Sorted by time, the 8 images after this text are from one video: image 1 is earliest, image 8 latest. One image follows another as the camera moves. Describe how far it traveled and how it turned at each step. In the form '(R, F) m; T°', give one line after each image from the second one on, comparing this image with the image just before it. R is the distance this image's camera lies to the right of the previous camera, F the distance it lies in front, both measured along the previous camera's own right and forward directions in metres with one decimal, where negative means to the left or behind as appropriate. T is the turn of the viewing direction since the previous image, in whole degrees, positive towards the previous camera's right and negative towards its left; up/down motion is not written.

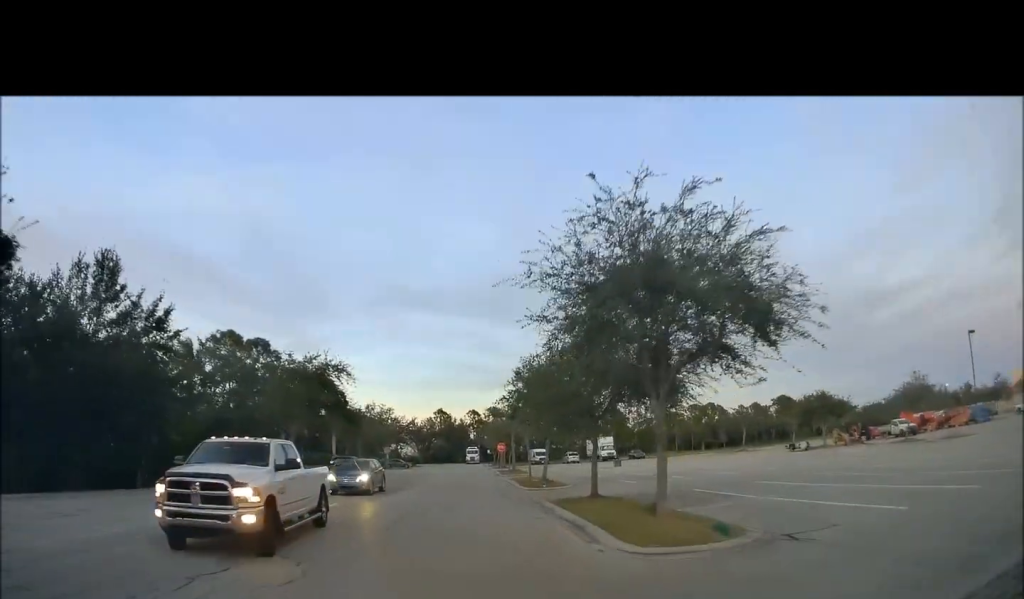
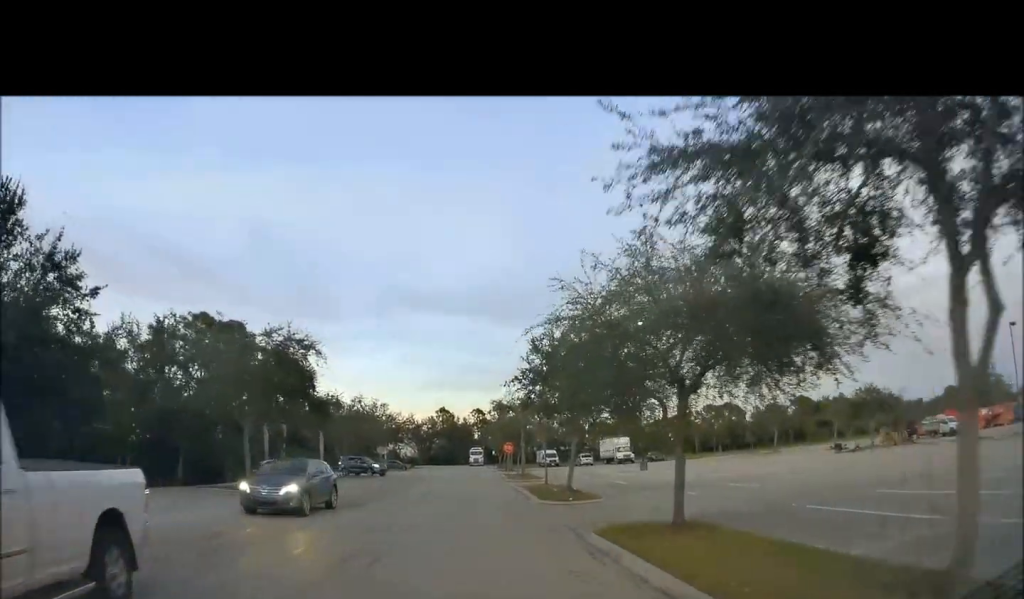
(-0.4, +7.7) m; -2°
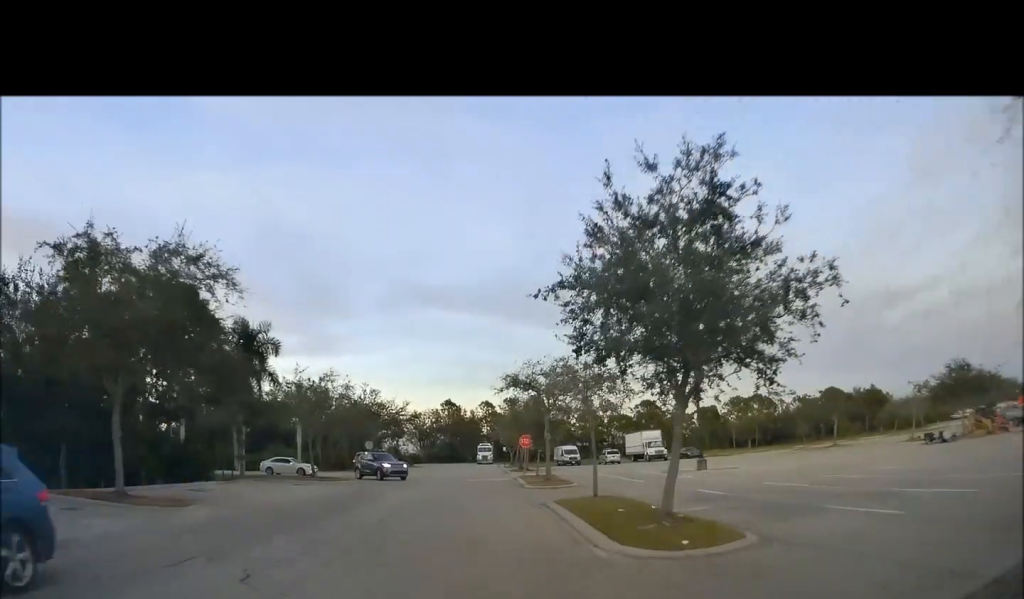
(-0.1, +11.5) m; 0°
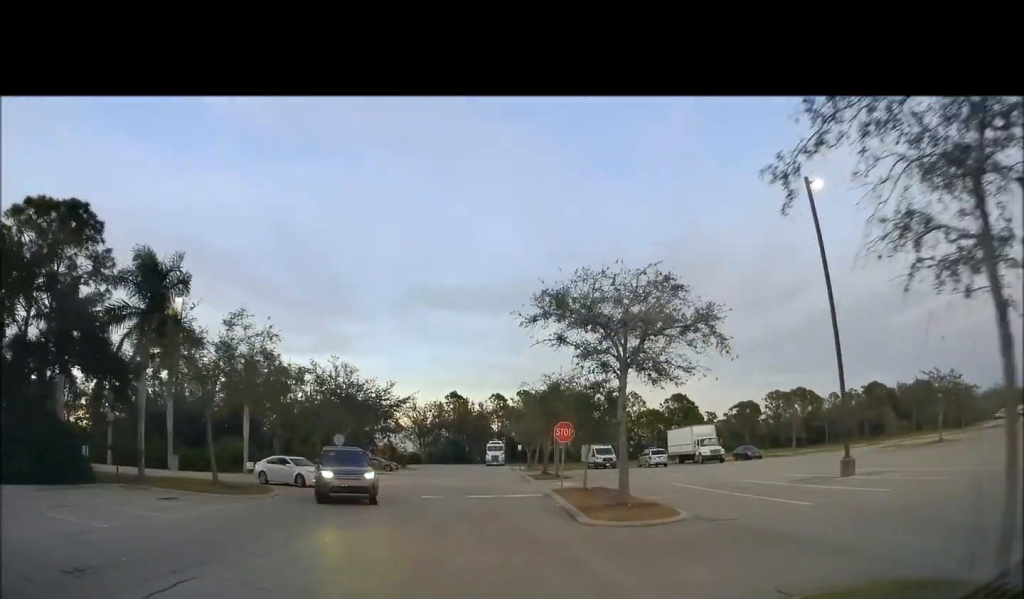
(0.0, +15.6) m; 0°
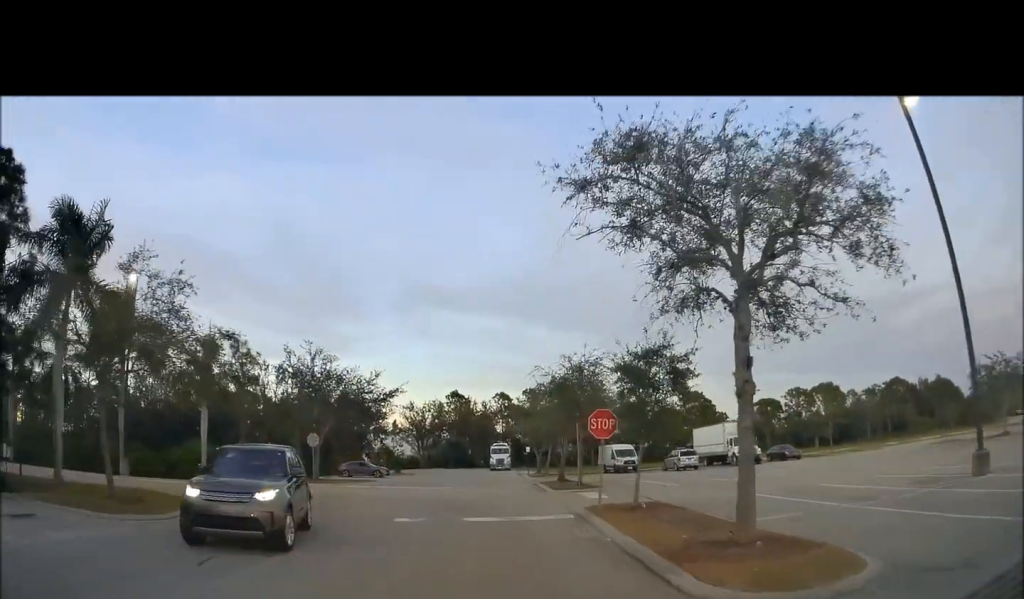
(0.0, +7.8) m; 0°
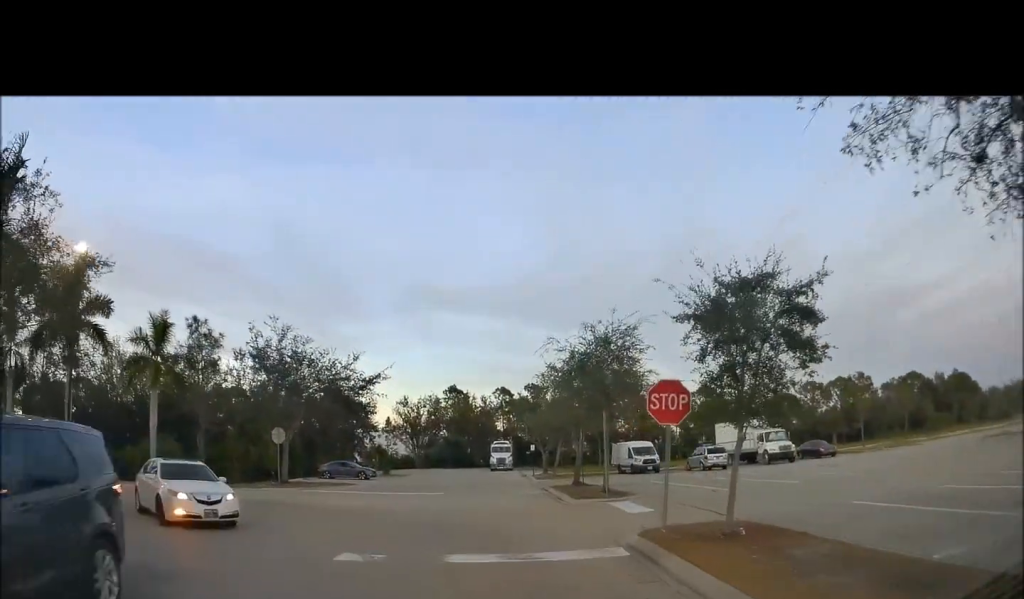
(0.0, +6.6) m; 0°
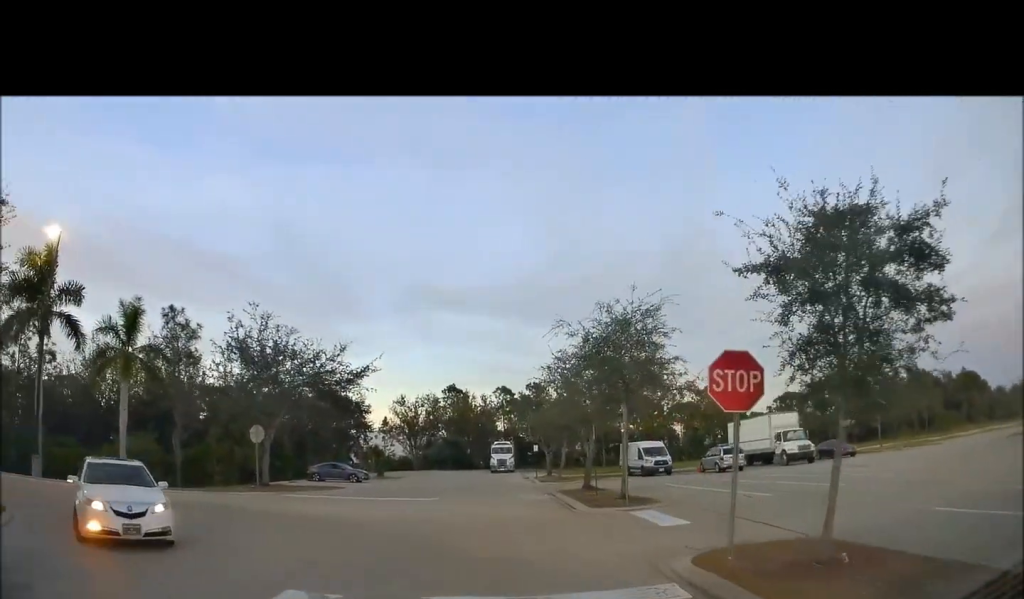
(0.0, +3.2) m; 0°
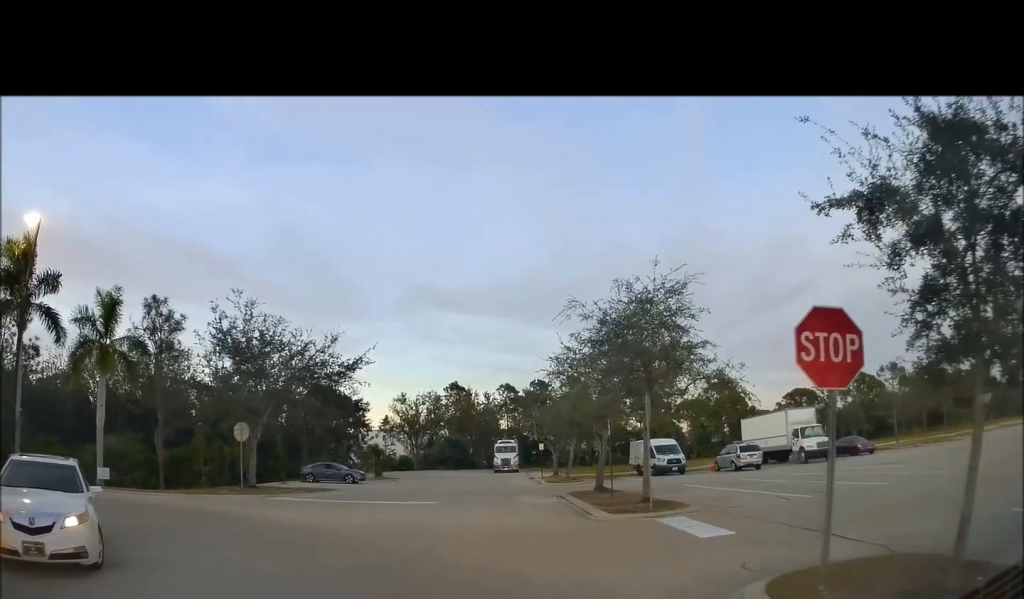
(0.0, +2.7) m; -1°
